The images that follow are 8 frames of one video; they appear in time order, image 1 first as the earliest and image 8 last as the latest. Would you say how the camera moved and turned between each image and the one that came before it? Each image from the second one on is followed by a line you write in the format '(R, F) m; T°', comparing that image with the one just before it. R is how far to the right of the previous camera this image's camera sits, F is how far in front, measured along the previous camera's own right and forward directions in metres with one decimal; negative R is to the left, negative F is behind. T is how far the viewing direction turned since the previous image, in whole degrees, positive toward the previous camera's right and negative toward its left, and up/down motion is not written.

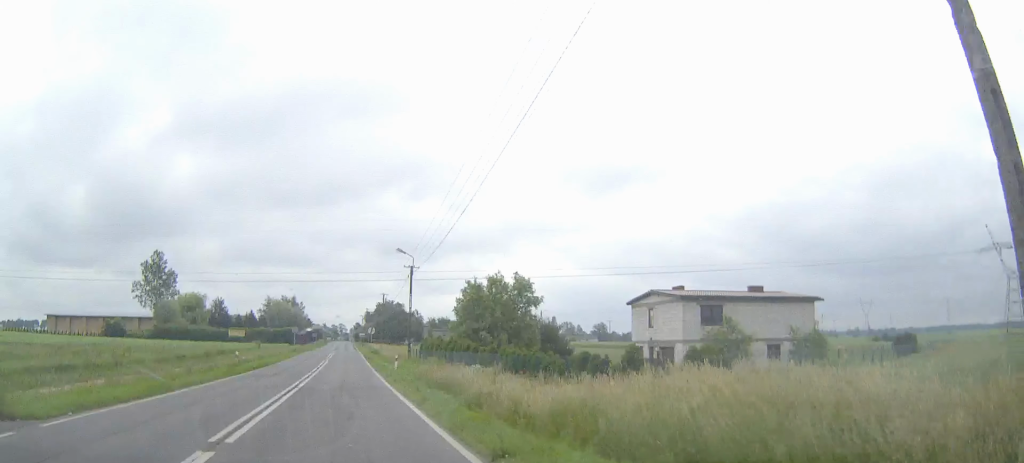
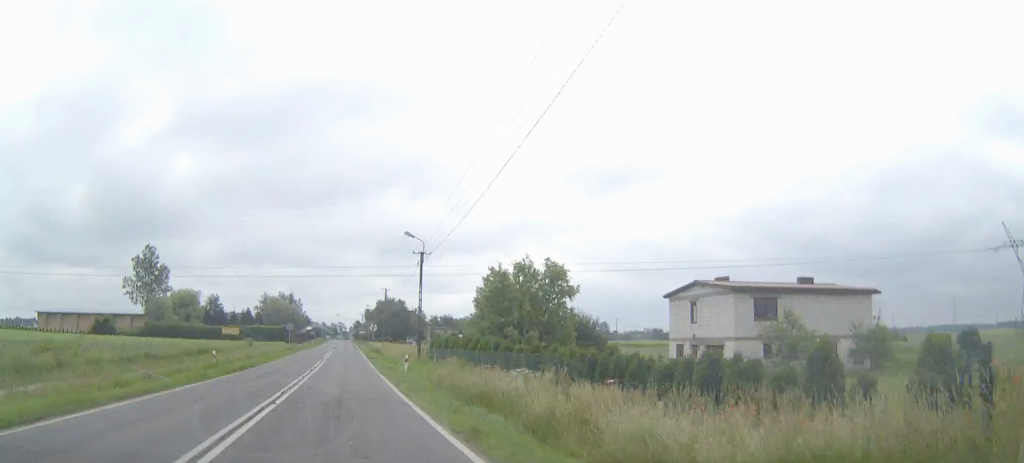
(0.0, +7.1) m; 0°
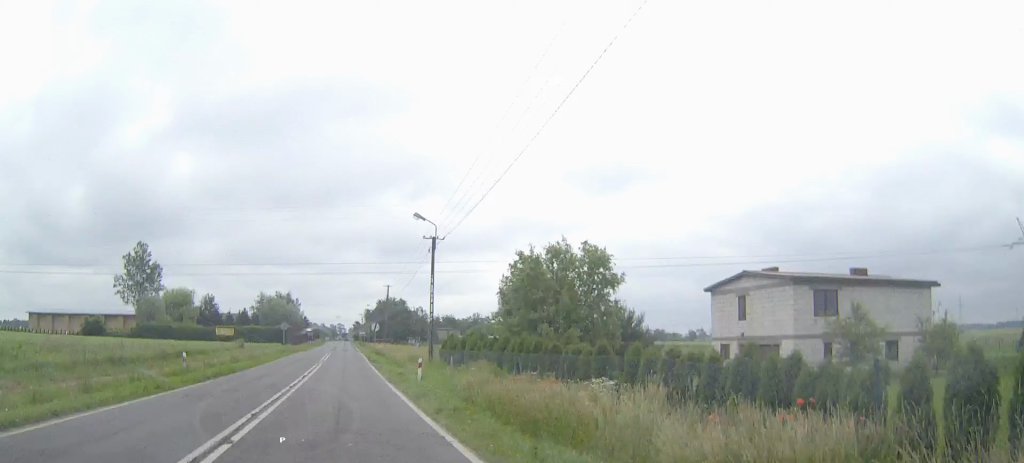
(0.0, +5.9) m; 0°
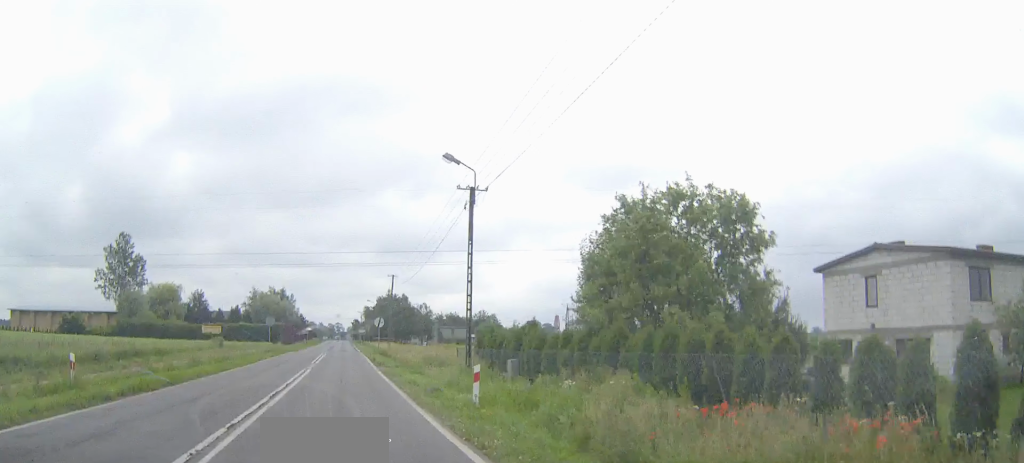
(0.0, +12.0) m; 0°
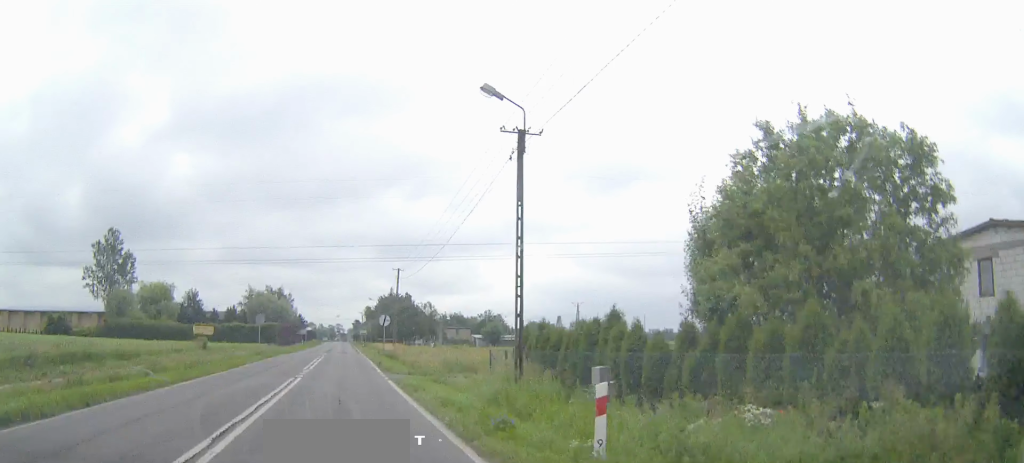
(0.0, +7.3) m; 0°
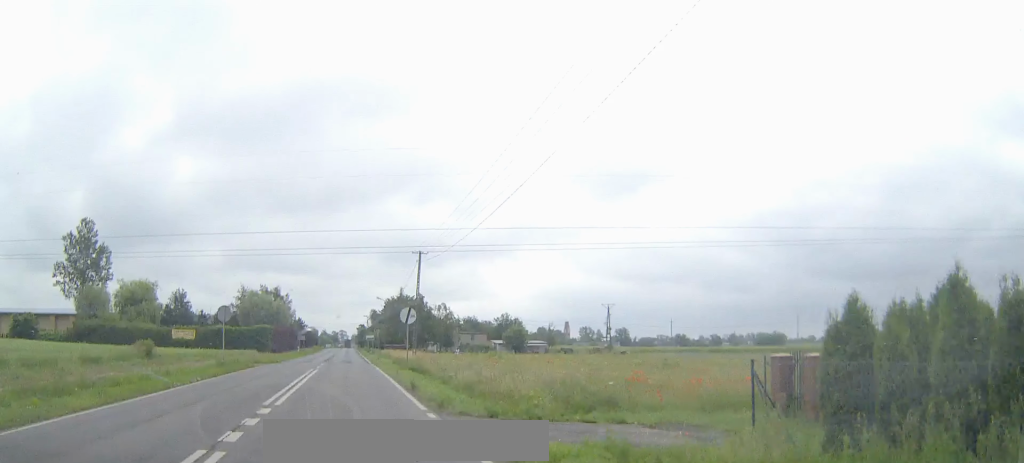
(0.0, +17.1) m; 0°
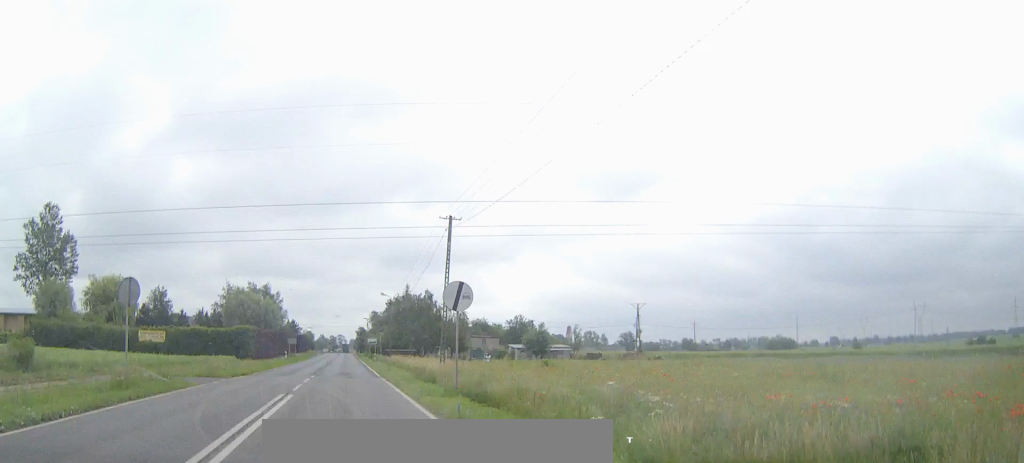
(0.0, +16.7) m; 0°
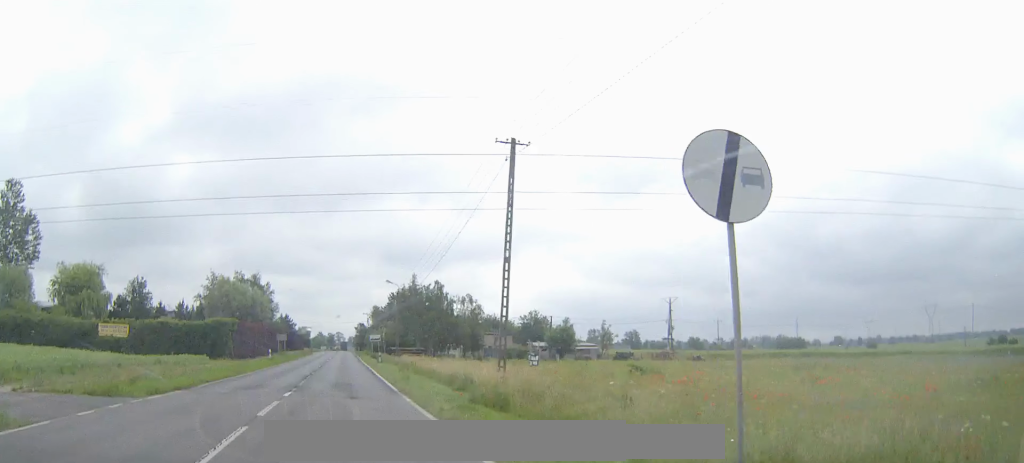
(0.0, +14.5) m; 0°
